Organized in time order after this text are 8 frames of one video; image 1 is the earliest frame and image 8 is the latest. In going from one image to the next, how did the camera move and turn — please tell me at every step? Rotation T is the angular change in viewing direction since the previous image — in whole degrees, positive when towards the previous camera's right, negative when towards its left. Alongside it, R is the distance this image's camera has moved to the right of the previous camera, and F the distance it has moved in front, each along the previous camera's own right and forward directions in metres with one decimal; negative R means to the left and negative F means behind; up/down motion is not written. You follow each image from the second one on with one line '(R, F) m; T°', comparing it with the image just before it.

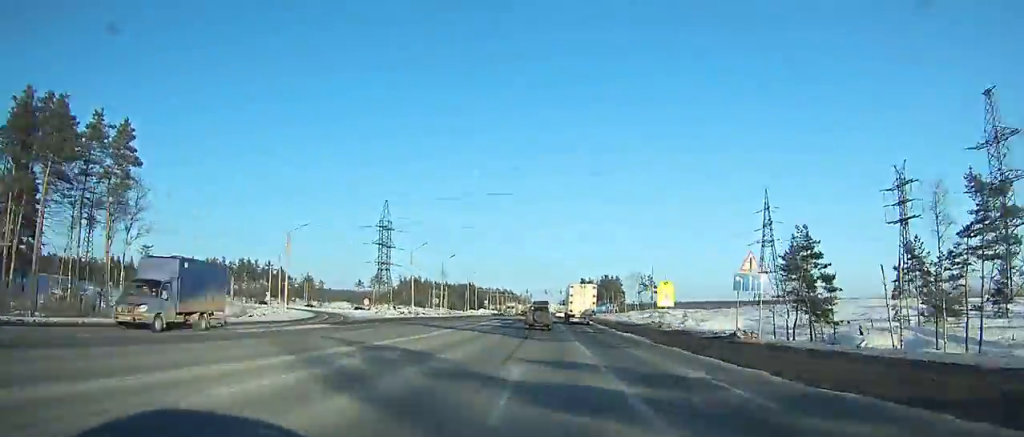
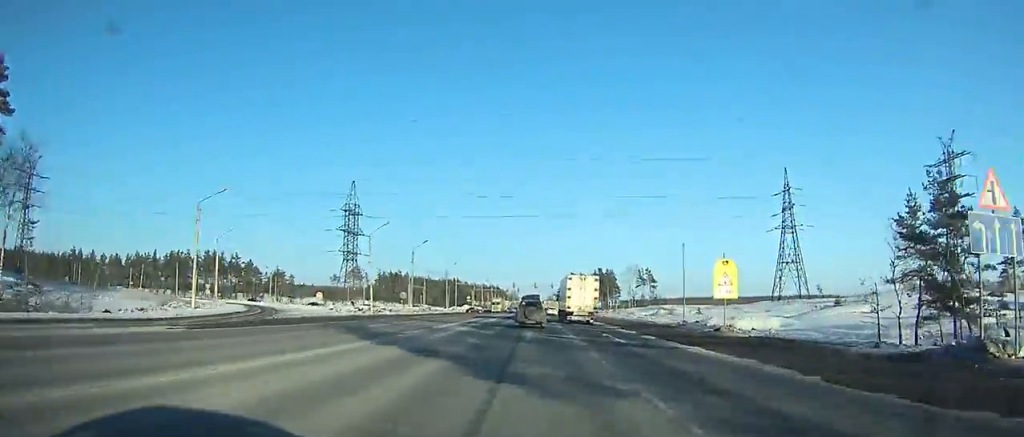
(0.0, +15.6) m; 0°
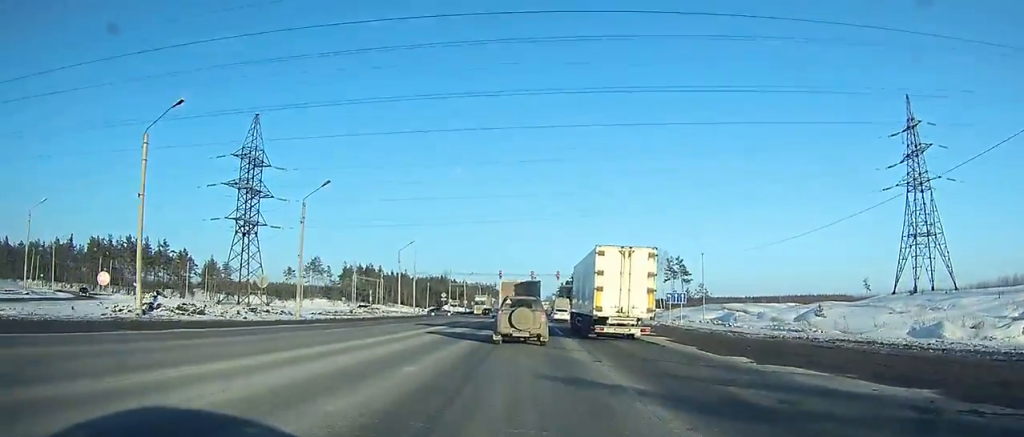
(+0.2, +34.6) m; 0°
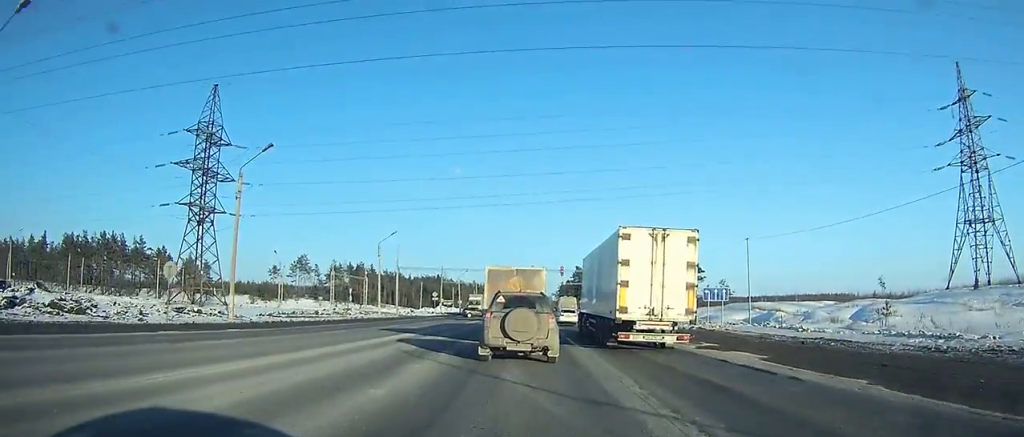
(0.0, +11.3) m; -1°
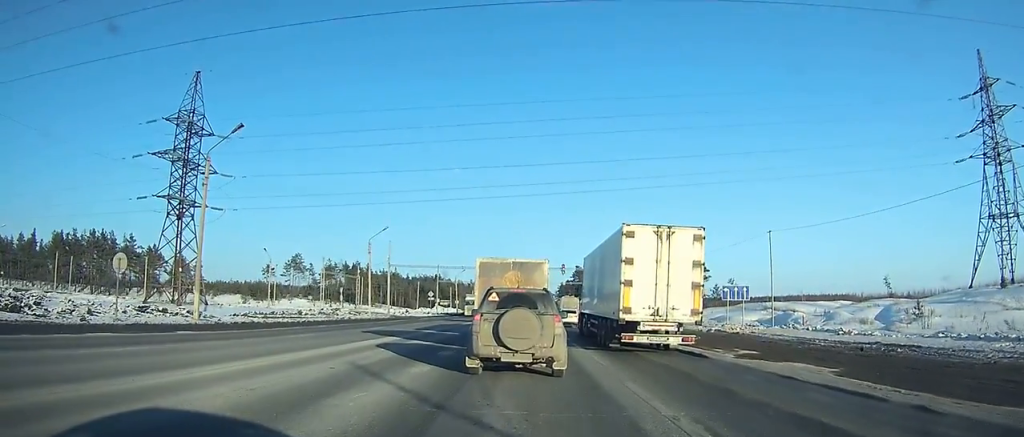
(-0.1, +6.2) m; -1°
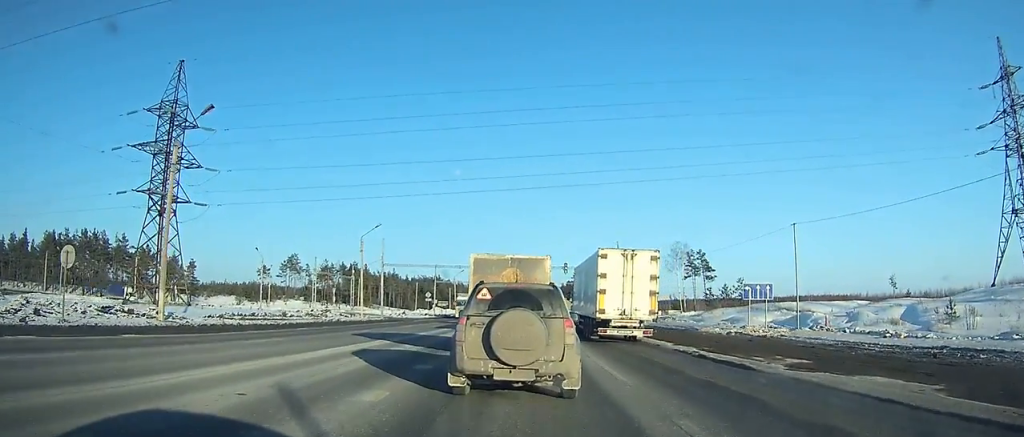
(+0.3, +9.2) m; +5°
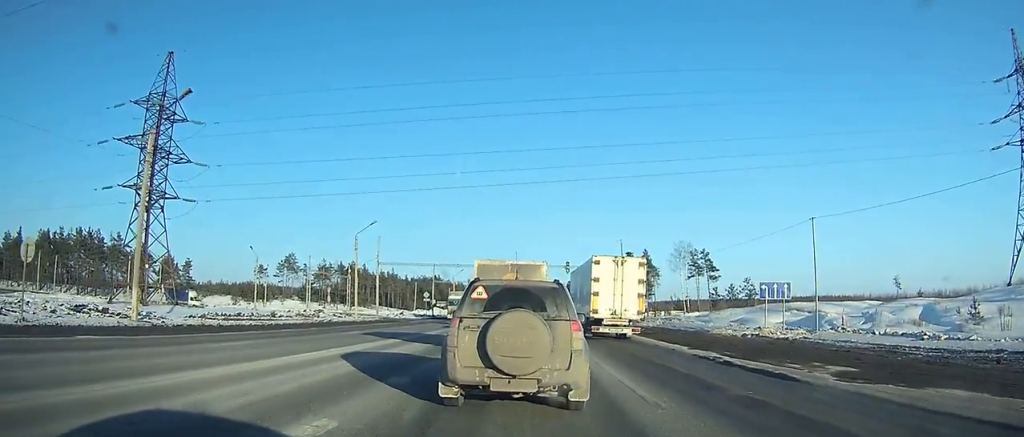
(+0.1, +4.1) m; +2°
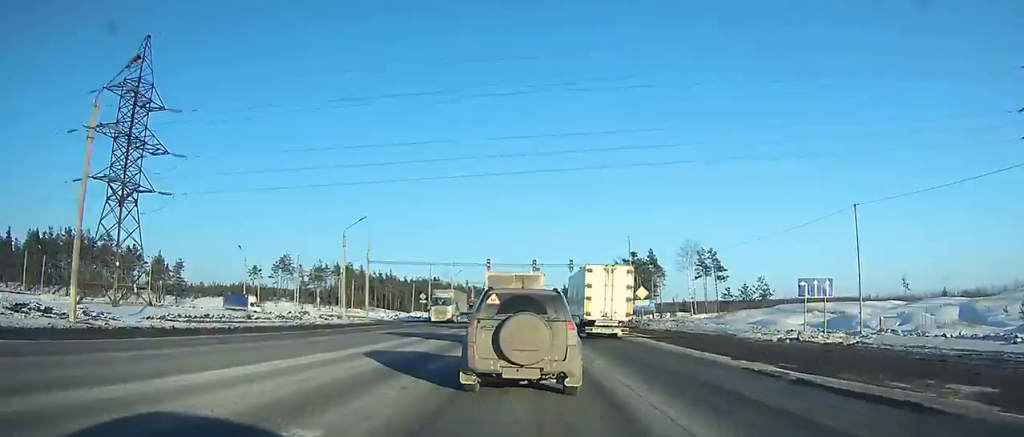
(+0.1, +7.6) m; +1°
